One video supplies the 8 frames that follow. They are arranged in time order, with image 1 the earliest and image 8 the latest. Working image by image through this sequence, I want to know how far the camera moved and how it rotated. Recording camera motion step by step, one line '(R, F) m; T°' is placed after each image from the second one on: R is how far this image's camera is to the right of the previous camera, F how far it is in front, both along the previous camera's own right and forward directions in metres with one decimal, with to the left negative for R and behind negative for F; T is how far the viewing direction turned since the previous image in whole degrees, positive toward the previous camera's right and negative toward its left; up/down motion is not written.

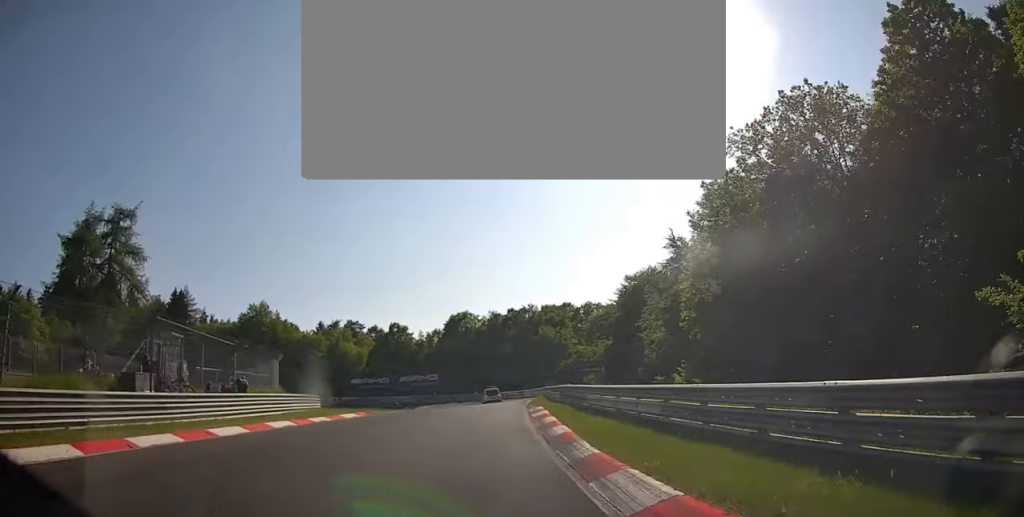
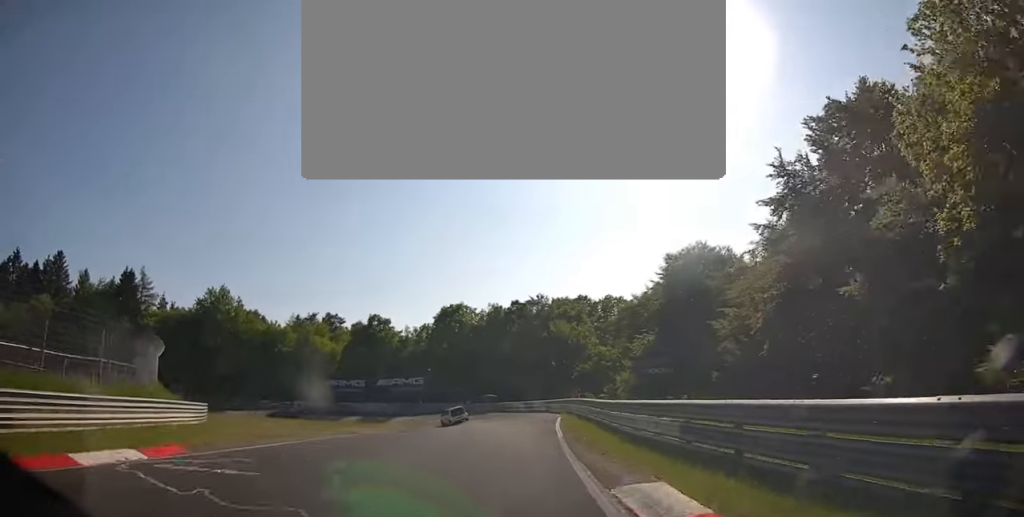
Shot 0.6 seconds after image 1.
(+0.3, +18.2) m; 0°
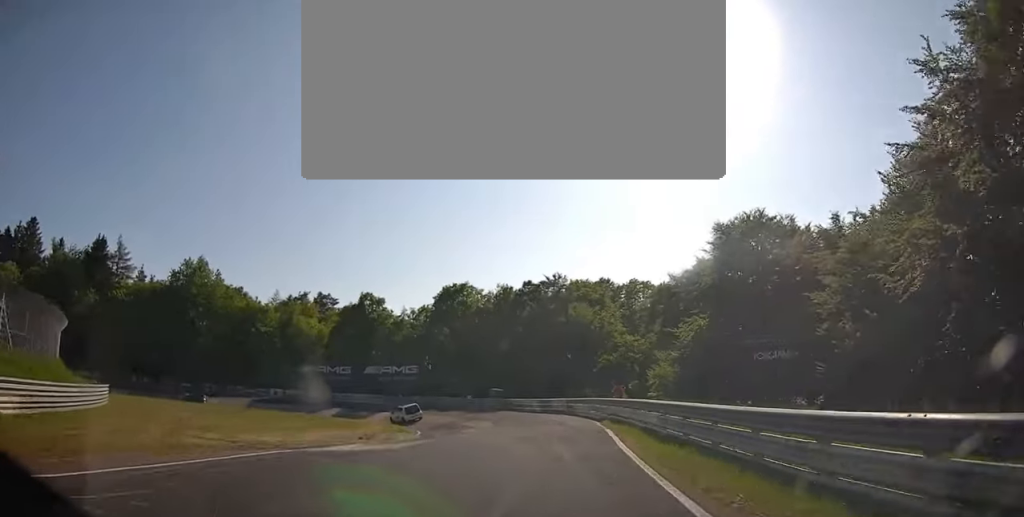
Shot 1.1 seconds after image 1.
(0.0, +11.3) m; -2°
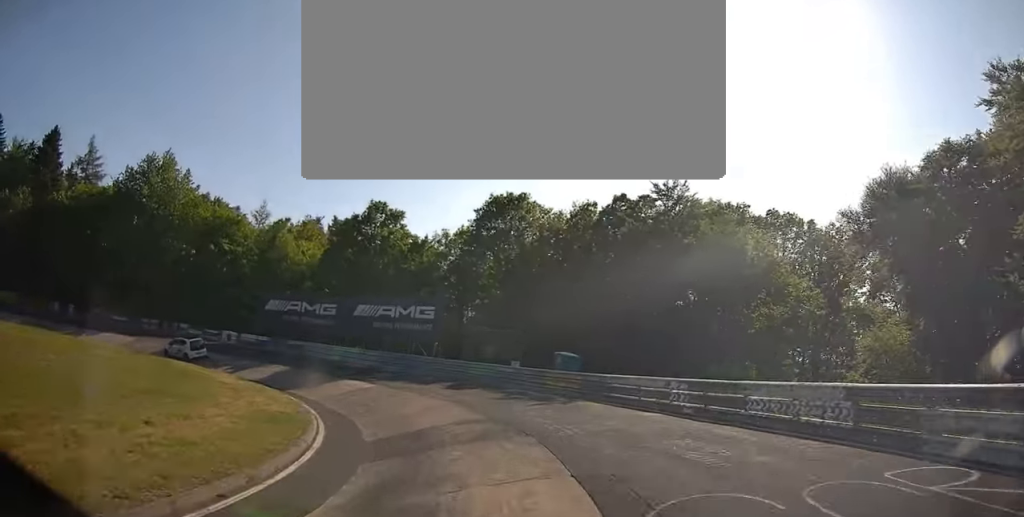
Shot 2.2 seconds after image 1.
(-1.4, +24.9) m; -14°
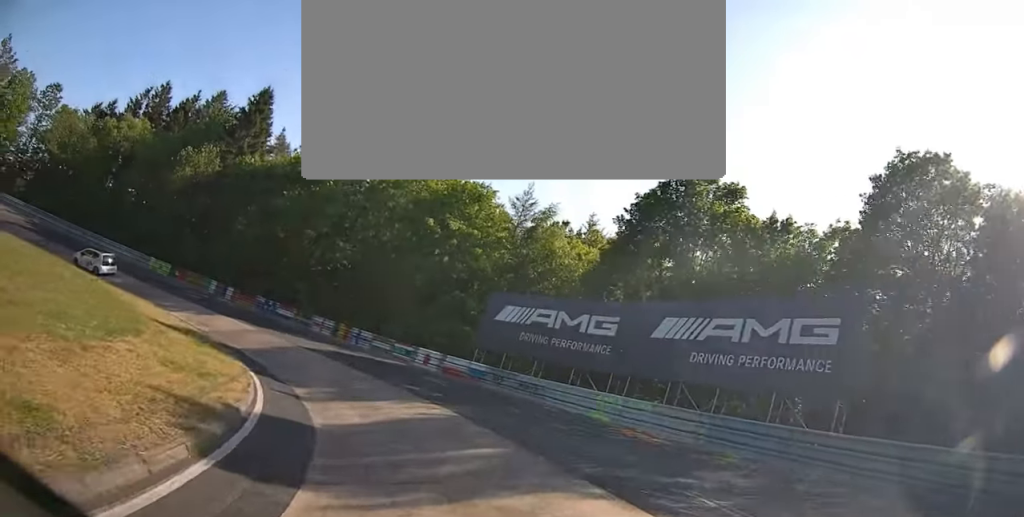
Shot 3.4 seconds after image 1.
(-4.4, +19.5) m; -35°
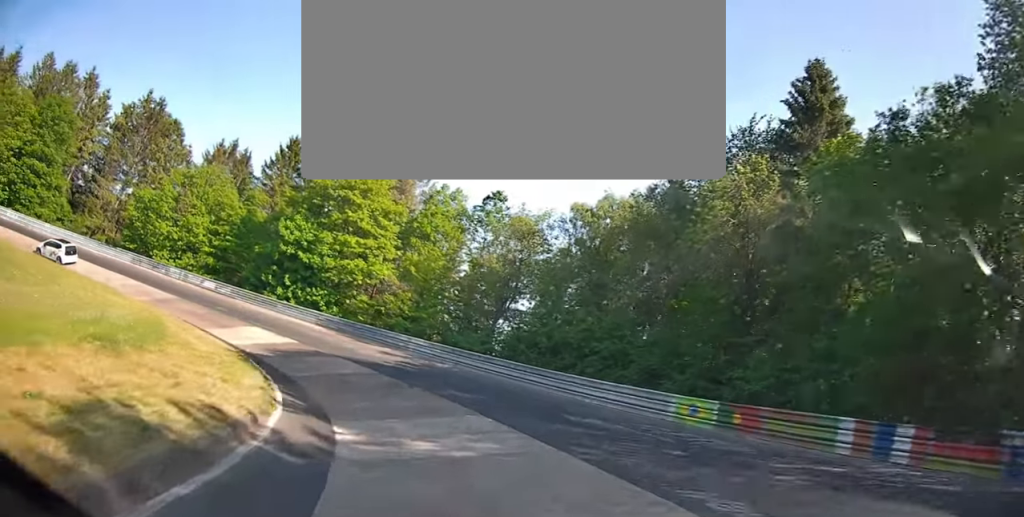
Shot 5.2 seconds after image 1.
(-16.9, +21.7) m; -70°
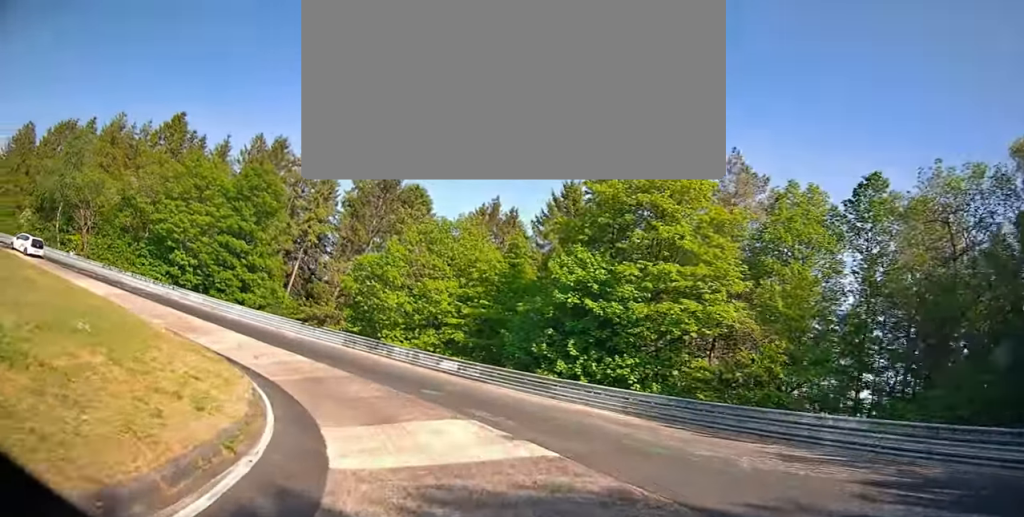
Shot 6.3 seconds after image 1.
(-5.0, +17.4) m; -30°
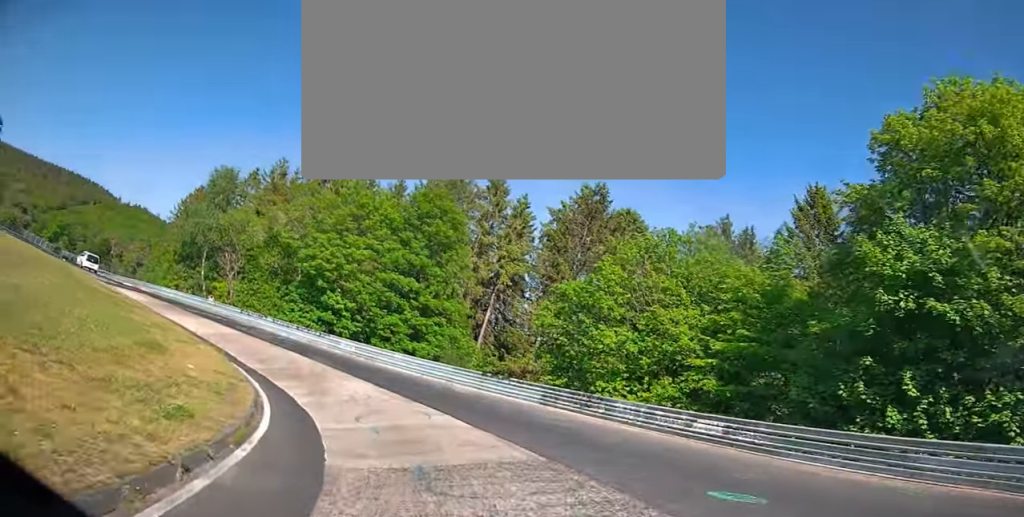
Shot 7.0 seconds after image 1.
(-1.4, +11.6) m; -17°
